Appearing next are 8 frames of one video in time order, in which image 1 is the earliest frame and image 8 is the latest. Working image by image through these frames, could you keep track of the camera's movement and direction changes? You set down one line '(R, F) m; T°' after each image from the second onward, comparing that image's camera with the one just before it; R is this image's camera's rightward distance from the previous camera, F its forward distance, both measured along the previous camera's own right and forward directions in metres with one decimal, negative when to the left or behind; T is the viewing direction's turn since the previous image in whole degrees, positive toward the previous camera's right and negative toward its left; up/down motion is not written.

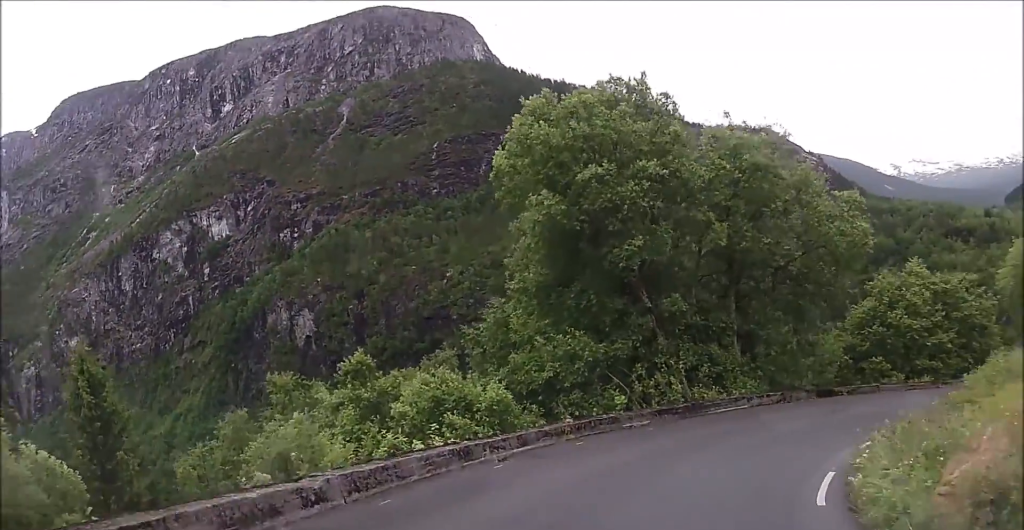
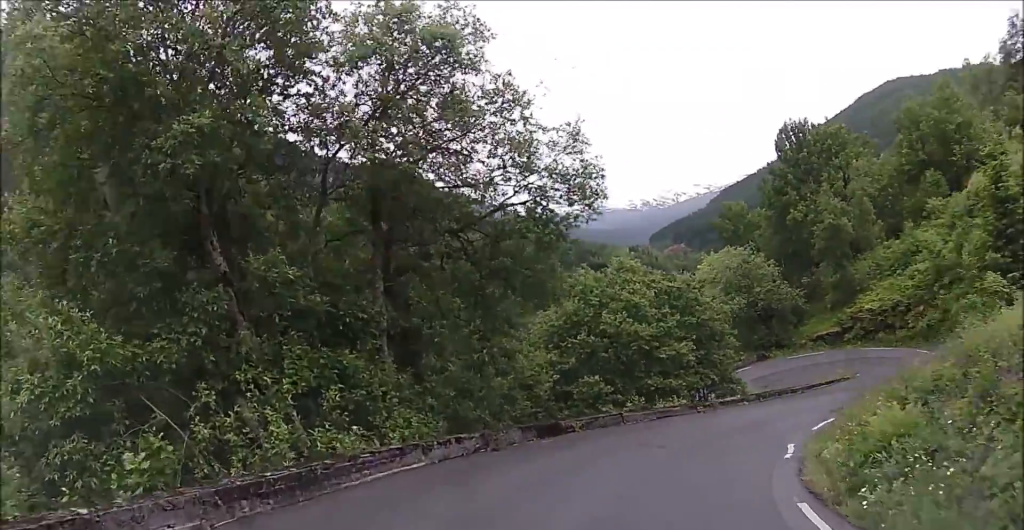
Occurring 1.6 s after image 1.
(+1.9, +9.3) m; +21°
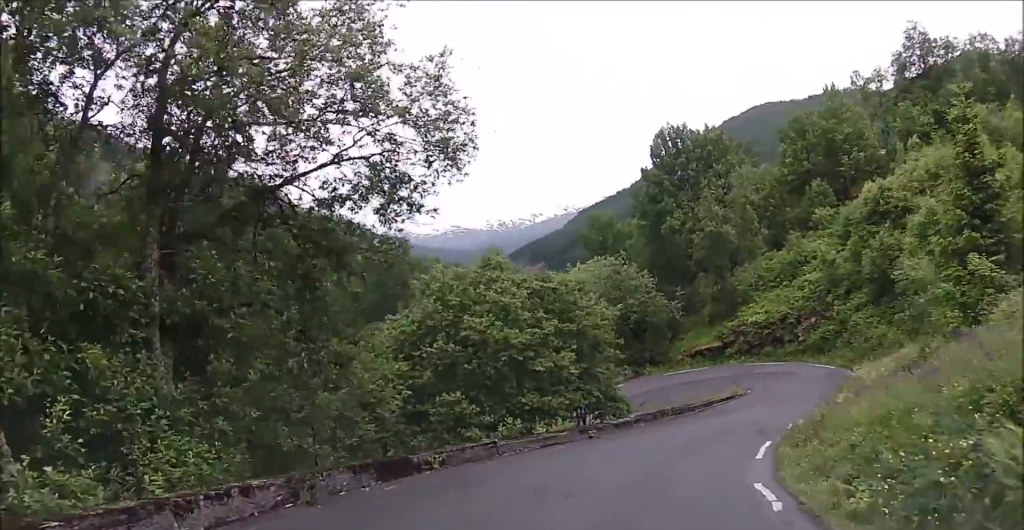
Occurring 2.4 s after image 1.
(+0.4, +4.3) m; +12°
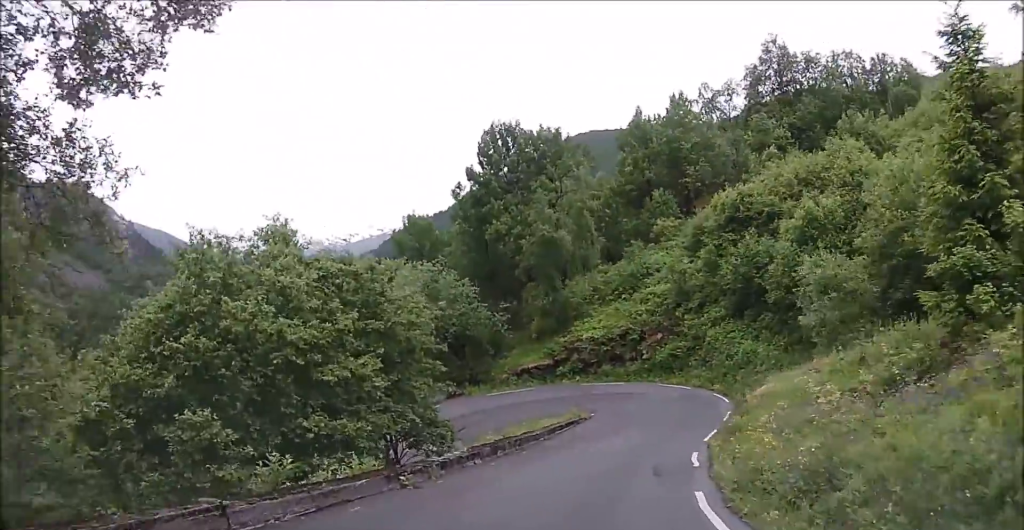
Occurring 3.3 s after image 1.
(+0.9, +5.6) m; +18°
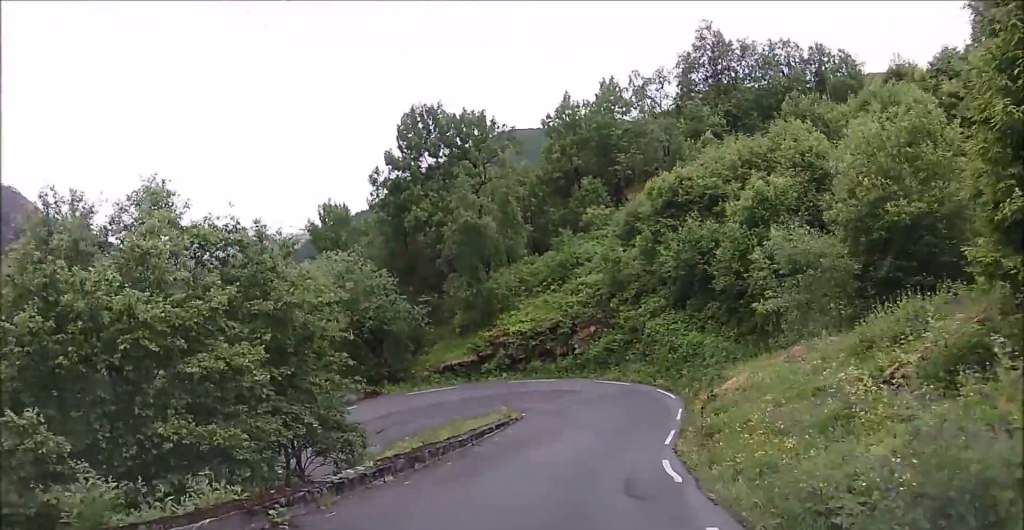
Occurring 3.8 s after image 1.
(+0.3, +3.0) m; +9°
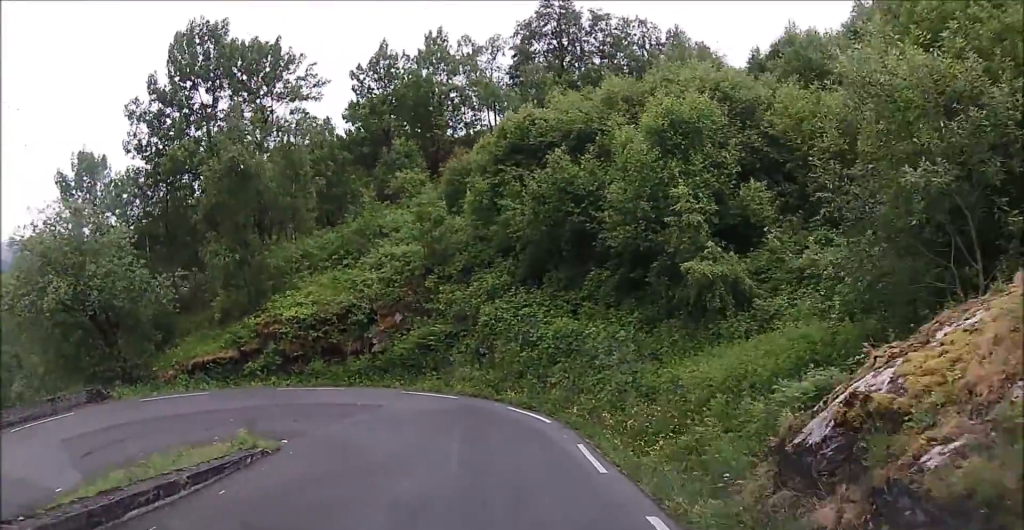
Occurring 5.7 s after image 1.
(+2.2, +11.6) m; +16°
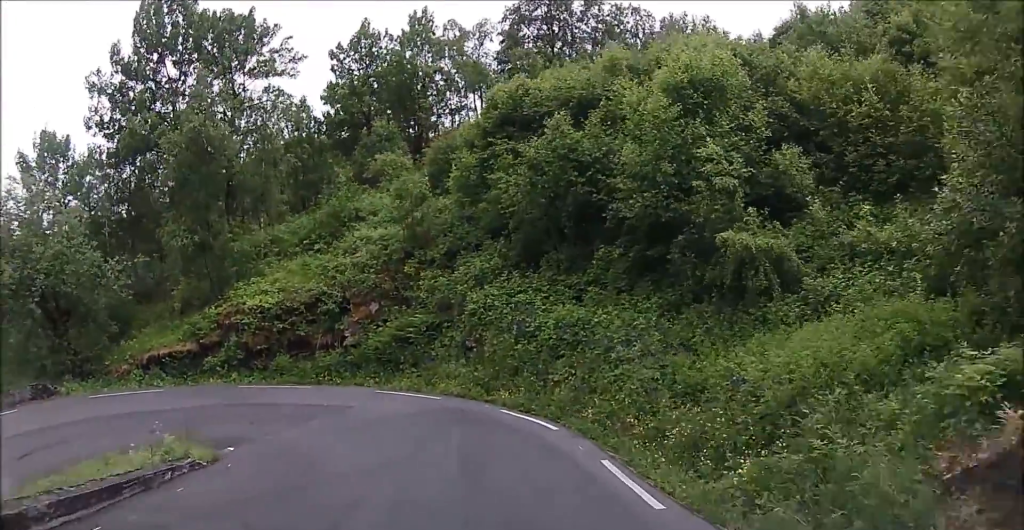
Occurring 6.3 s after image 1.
(+0.1, +3.2) m; +3°
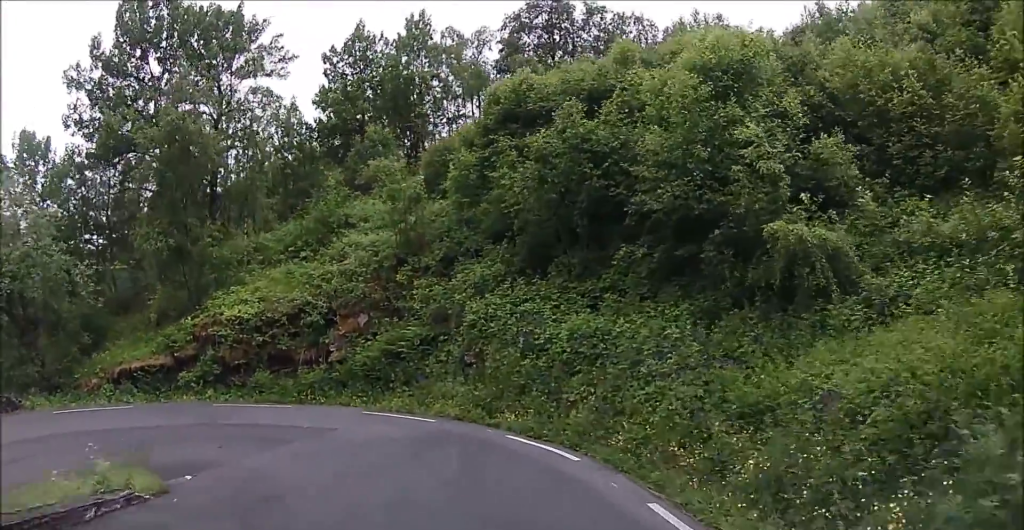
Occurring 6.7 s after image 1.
(0.0, +2.3) m; +2°
